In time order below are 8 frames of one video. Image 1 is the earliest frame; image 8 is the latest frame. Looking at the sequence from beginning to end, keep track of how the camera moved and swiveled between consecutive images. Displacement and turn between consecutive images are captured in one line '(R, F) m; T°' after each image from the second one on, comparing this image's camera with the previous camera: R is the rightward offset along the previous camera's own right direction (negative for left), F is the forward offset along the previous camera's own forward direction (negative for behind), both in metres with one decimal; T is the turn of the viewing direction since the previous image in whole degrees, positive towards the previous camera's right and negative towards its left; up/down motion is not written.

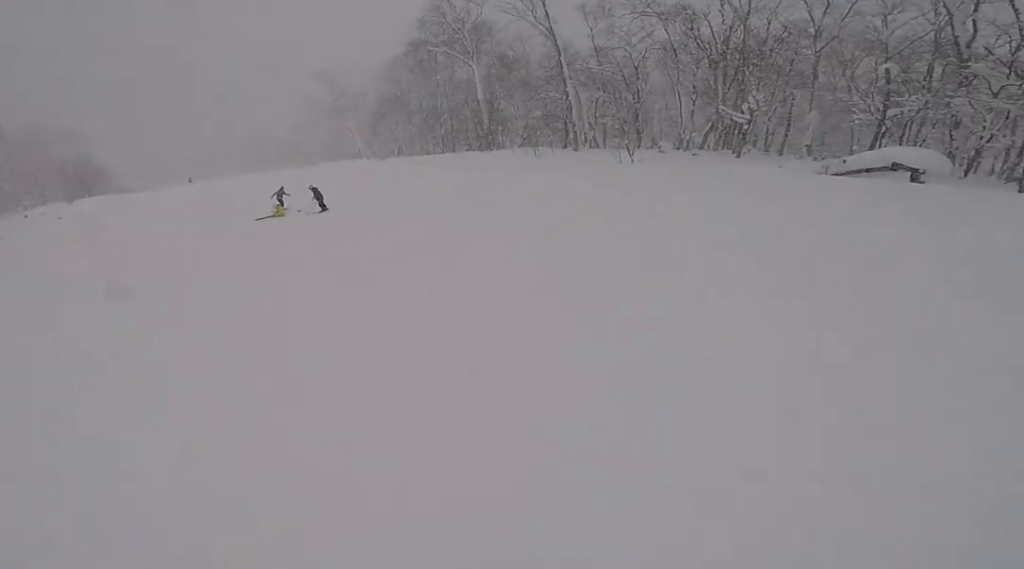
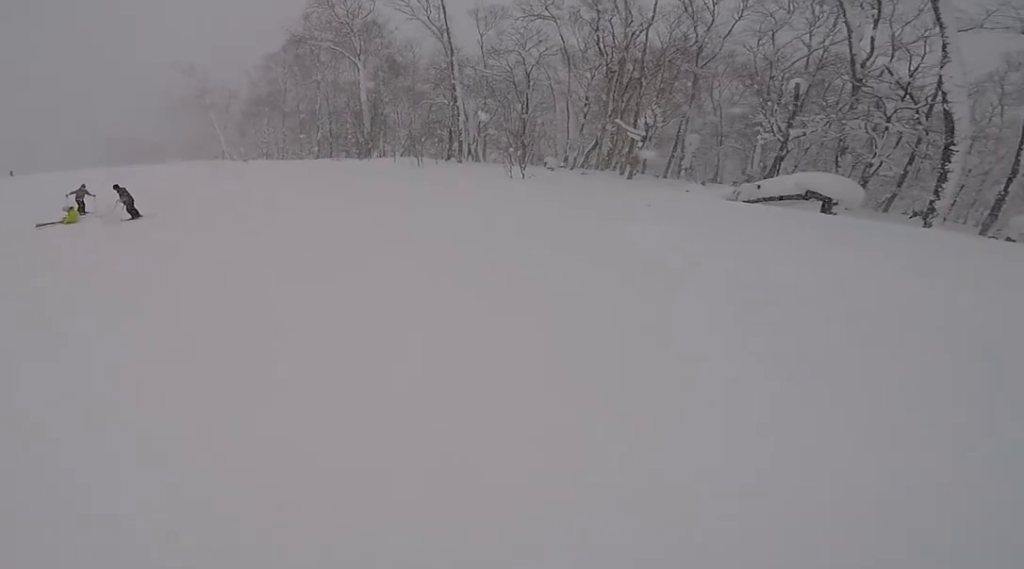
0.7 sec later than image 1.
(+0.9, +5.0) m; +1°
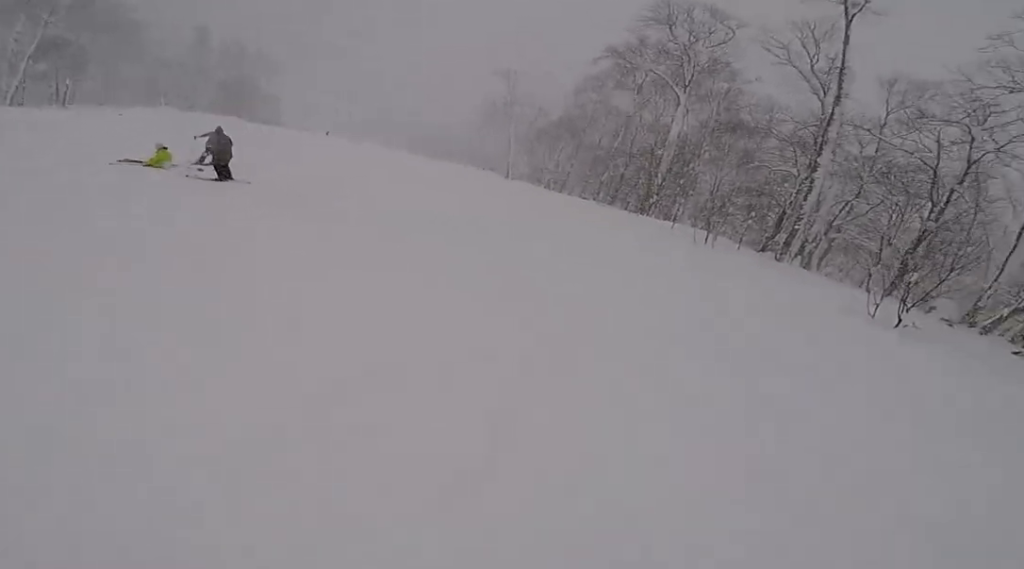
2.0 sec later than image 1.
(-2.5, +9.6) m; -28°
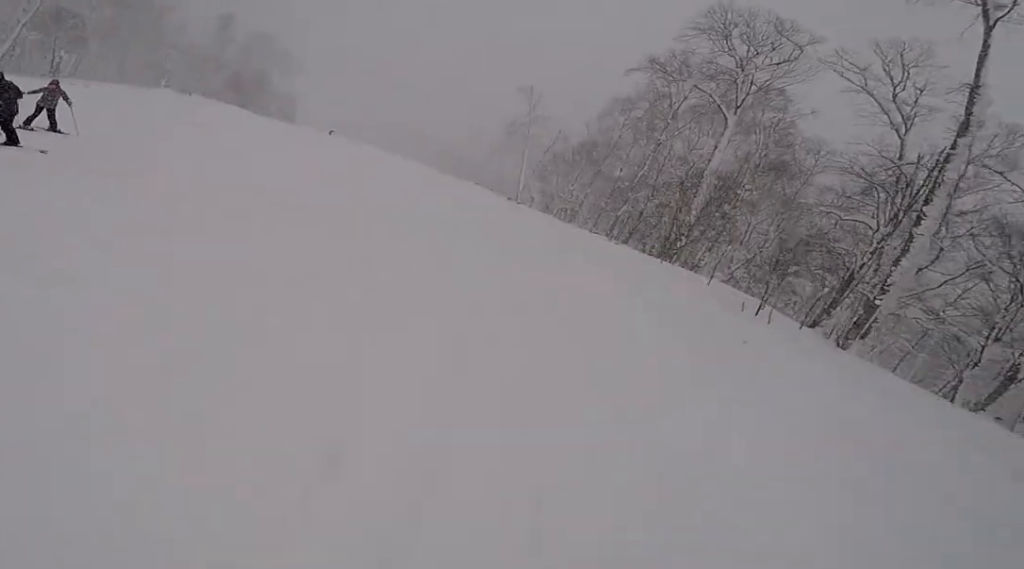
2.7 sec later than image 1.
(-0.8, +5.9) m; -14°
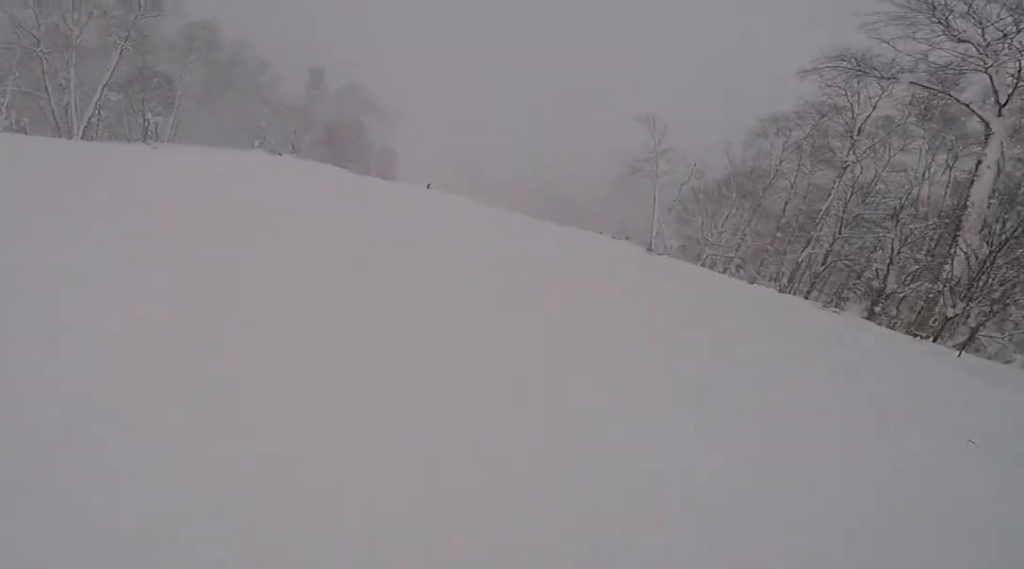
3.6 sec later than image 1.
(-0.9, +7.2) m; -12°
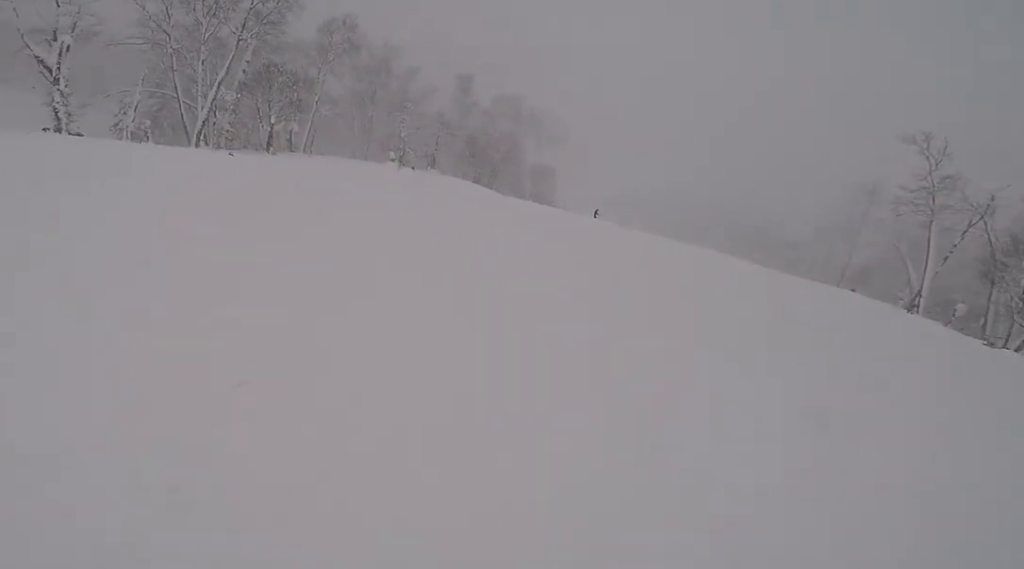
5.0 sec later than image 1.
(-1.5, +10.5) m; -8°
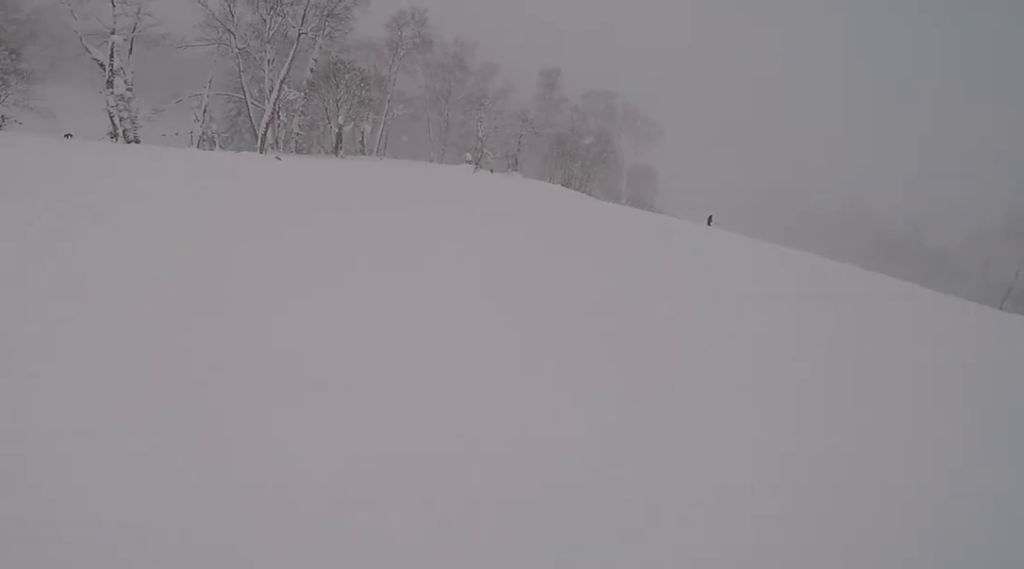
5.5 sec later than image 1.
(-0.7, +4.1) m; +3°
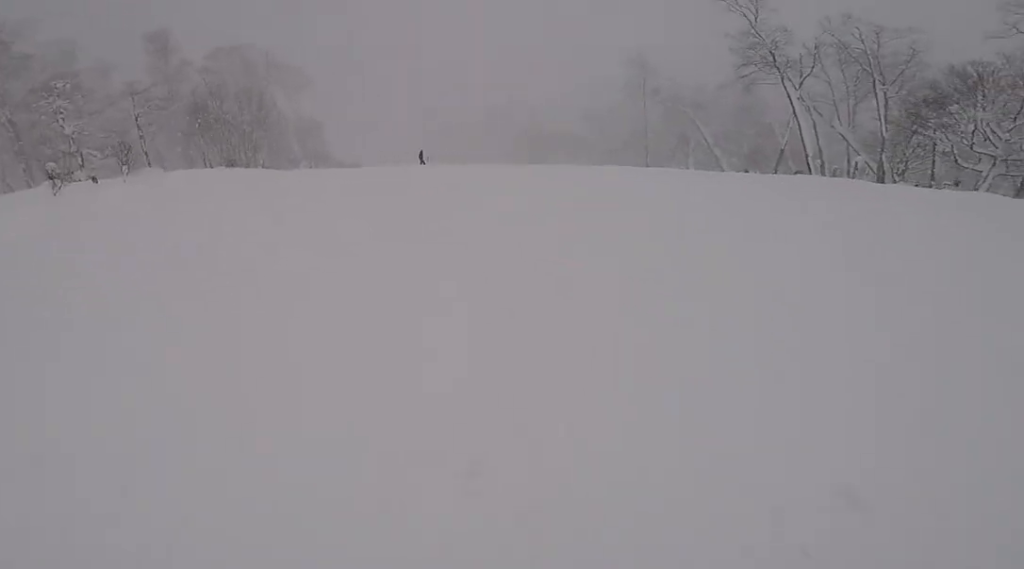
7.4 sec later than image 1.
(+4.9, +13.6) m; +38°
